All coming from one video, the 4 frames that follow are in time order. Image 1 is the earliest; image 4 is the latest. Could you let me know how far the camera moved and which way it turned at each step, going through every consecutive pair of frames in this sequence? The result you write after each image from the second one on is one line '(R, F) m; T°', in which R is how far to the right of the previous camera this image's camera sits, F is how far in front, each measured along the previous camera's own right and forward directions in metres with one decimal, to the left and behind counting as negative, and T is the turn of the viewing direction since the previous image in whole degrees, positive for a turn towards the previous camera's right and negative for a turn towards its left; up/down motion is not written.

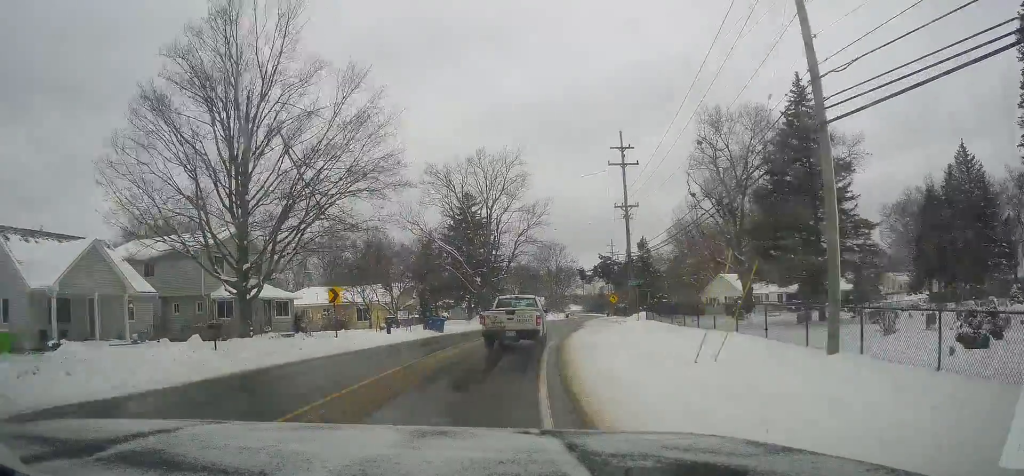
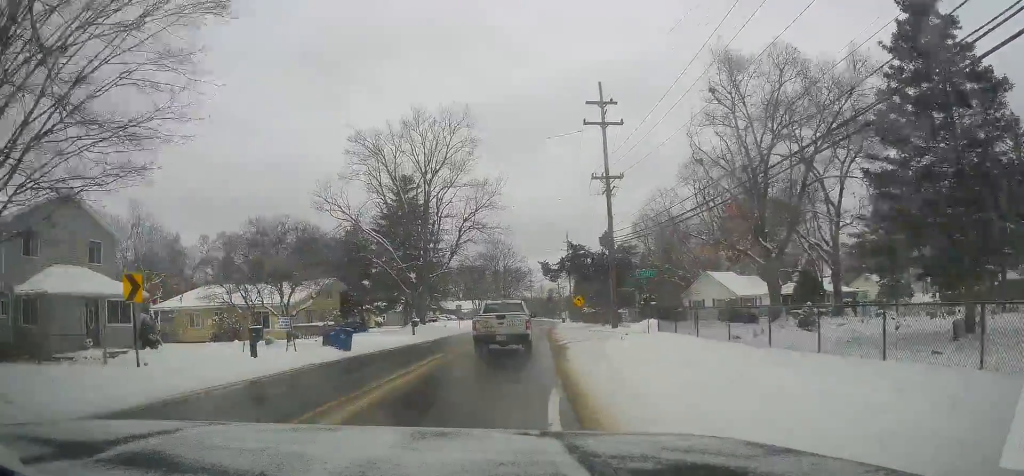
(+1.0, +14.2) m; +7°
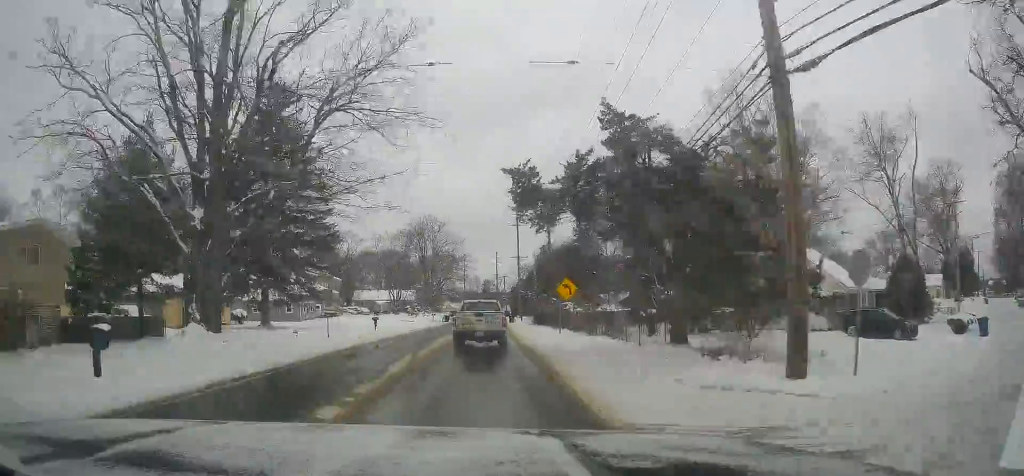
(+2.8, +31.3) m; +10°
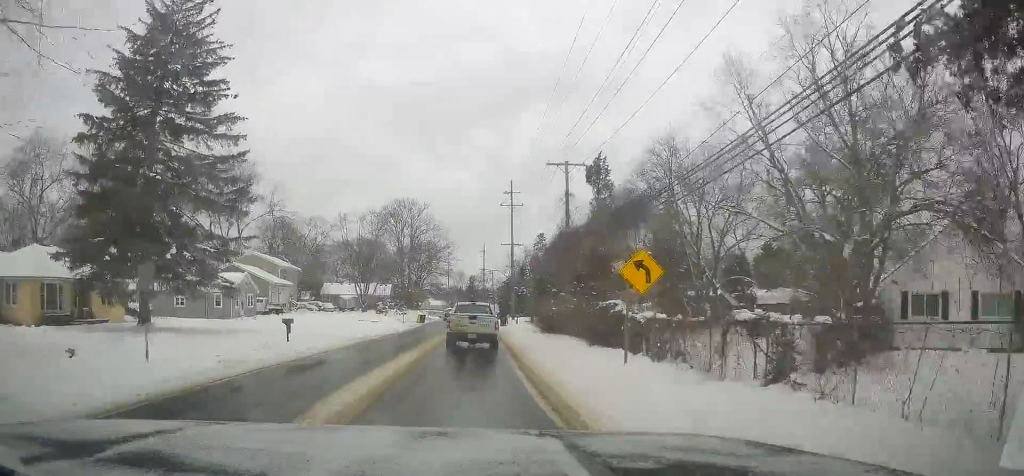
(-0.1, +16.6) m; 0°
